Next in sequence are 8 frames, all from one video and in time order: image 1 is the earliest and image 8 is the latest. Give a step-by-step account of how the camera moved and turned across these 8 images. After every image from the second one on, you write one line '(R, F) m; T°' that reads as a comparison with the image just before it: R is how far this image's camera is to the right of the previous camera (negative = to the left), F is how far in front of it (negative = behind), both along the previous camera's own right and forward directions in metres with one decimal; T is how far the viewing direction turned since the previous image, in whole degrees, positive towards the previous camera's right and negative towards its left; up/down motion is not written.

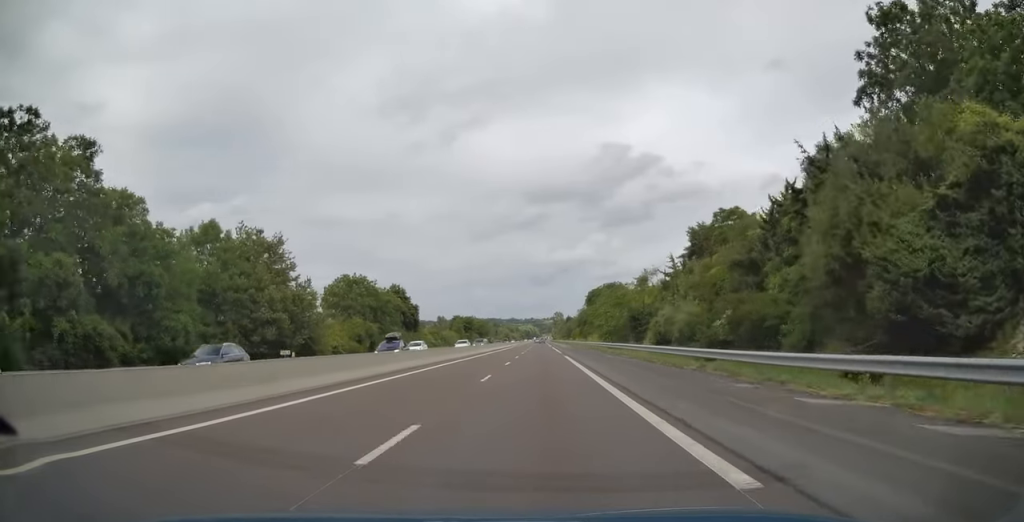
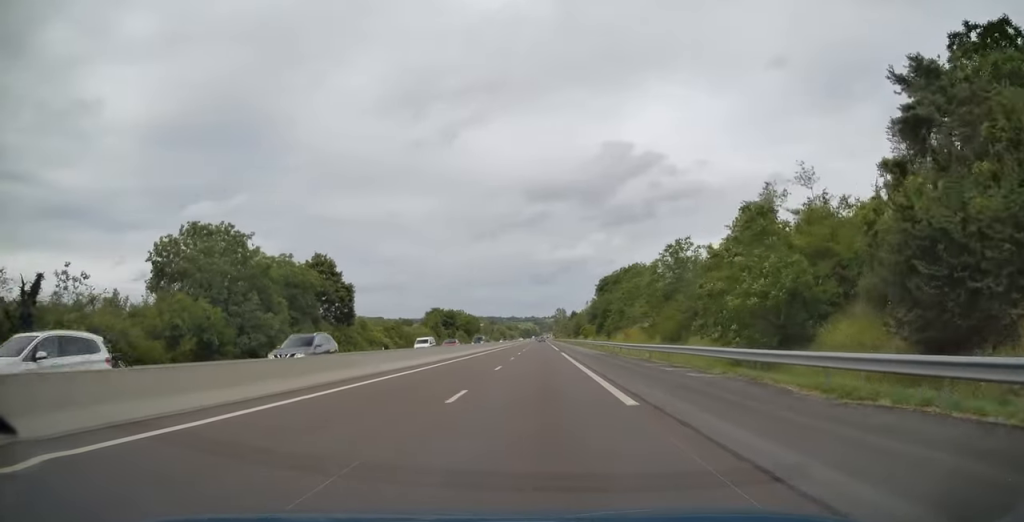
(+0.2, +45.6) m; 0°
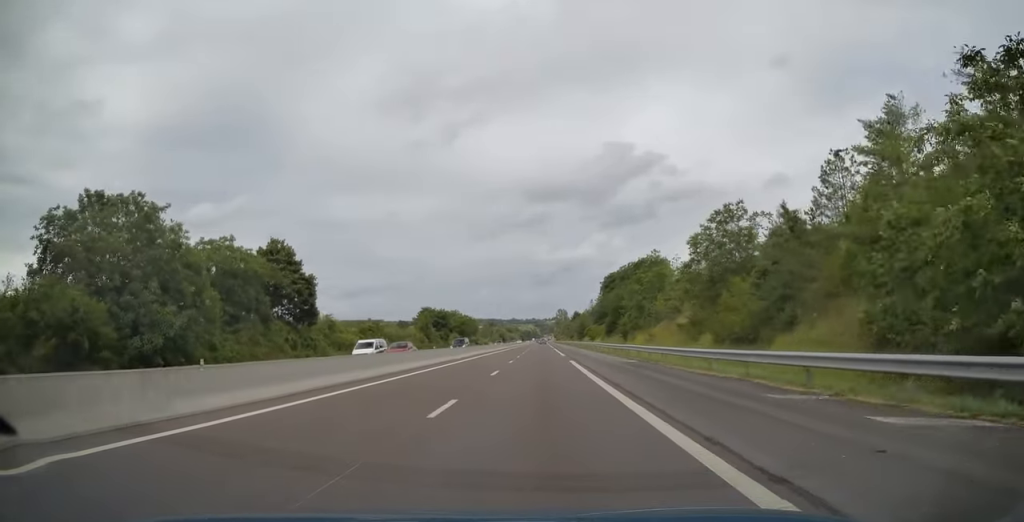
(-0.2, +15.1) m; 0°
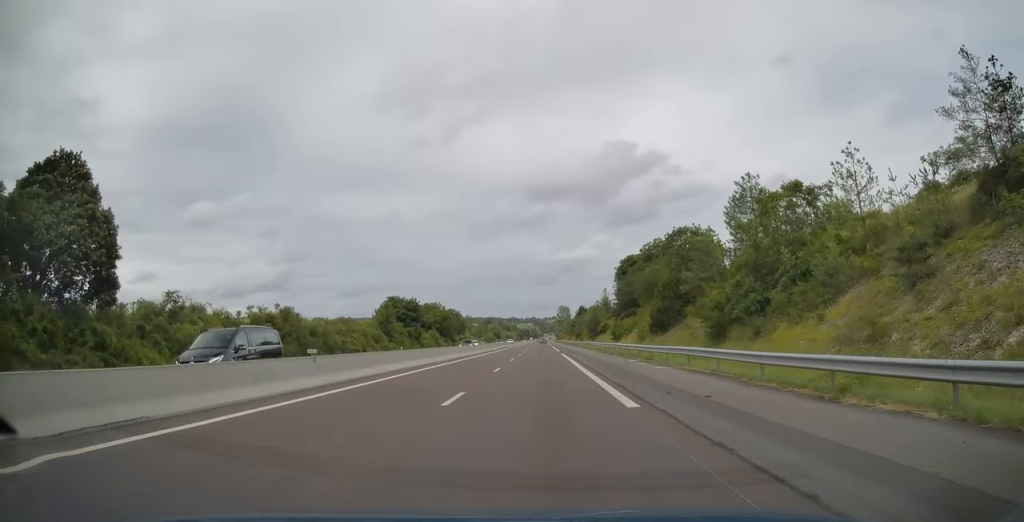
(0.0, +37.1) m; 0°
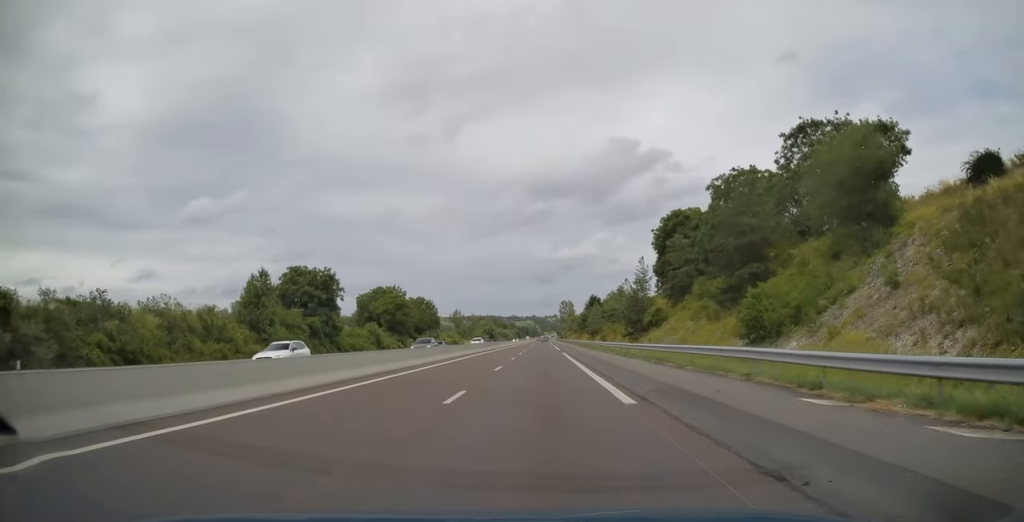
(-0.1, +51.6) m; 0°
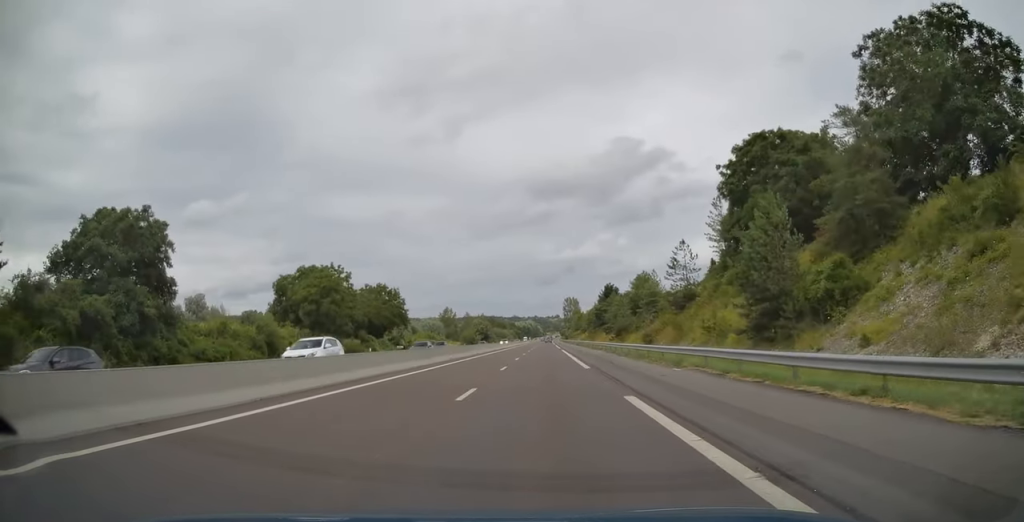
(0.0, +38.1) m; 0°
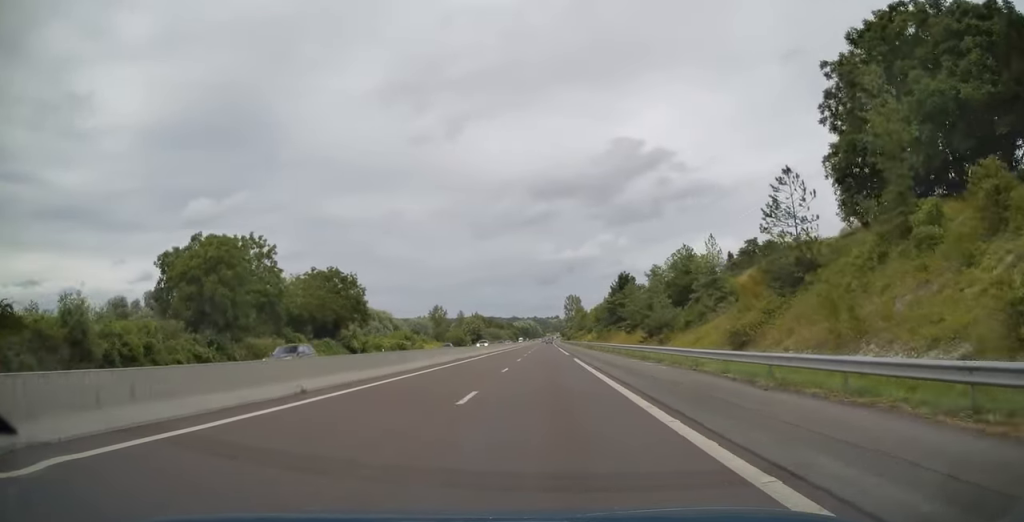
(-0.1, +26.4) m; 0°
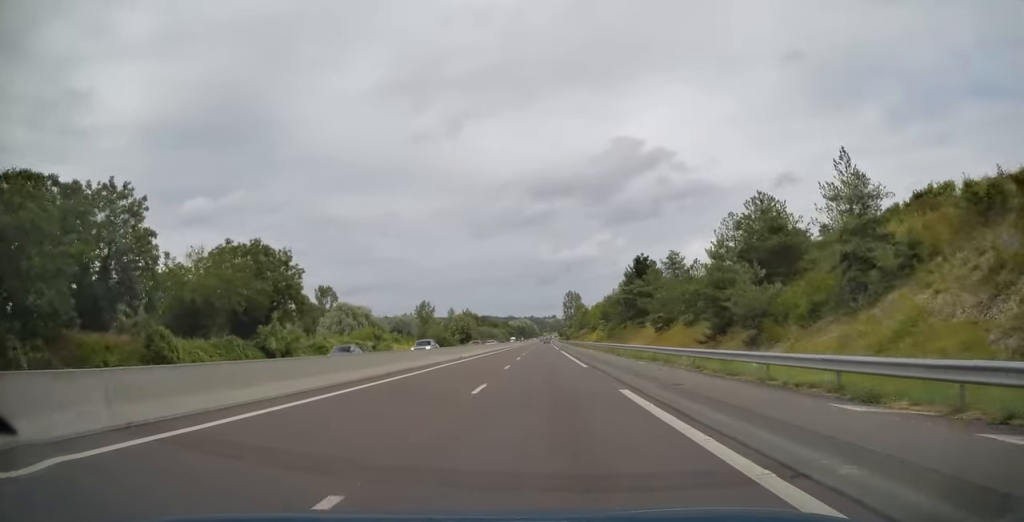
(-0.1, +23.7) m; 0°
